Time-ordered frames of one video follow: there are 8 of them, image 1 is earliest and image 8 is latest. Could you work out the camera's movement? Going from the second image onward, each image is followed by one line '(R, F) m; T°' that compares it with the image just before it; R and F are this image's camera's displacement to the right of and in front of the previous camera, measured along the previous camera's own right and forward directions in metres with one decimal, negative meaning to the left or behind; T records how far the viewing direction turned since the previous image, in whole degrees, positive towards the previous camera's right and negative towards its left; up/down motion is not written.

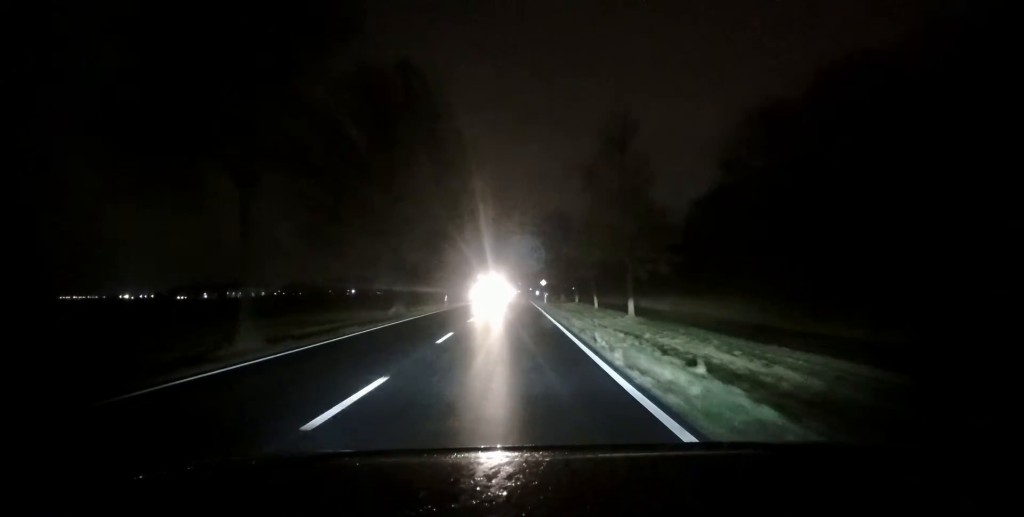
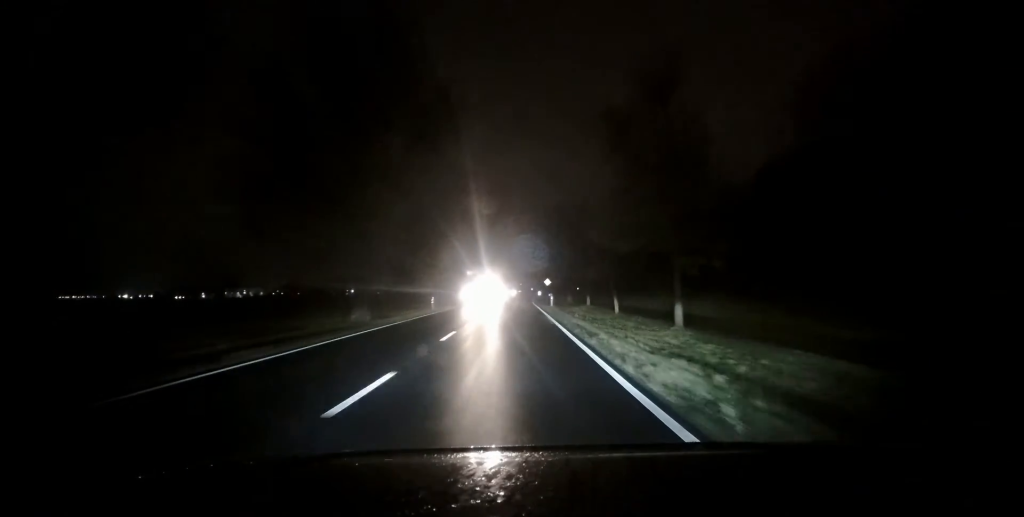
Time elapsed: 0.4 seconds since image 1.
(+0.1, +8.3) m; 0°
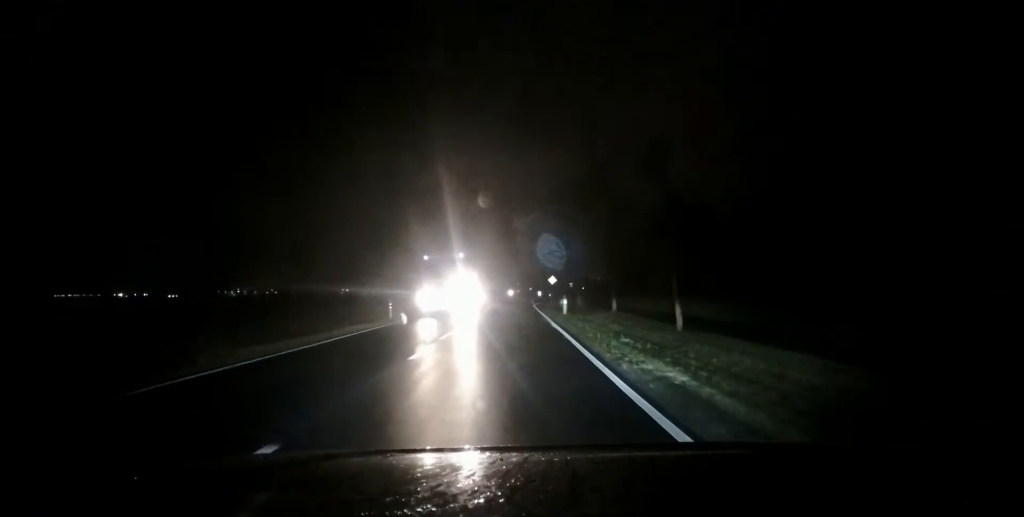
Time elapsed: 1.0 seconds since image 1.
(-0.2, +13.3) m; 0°
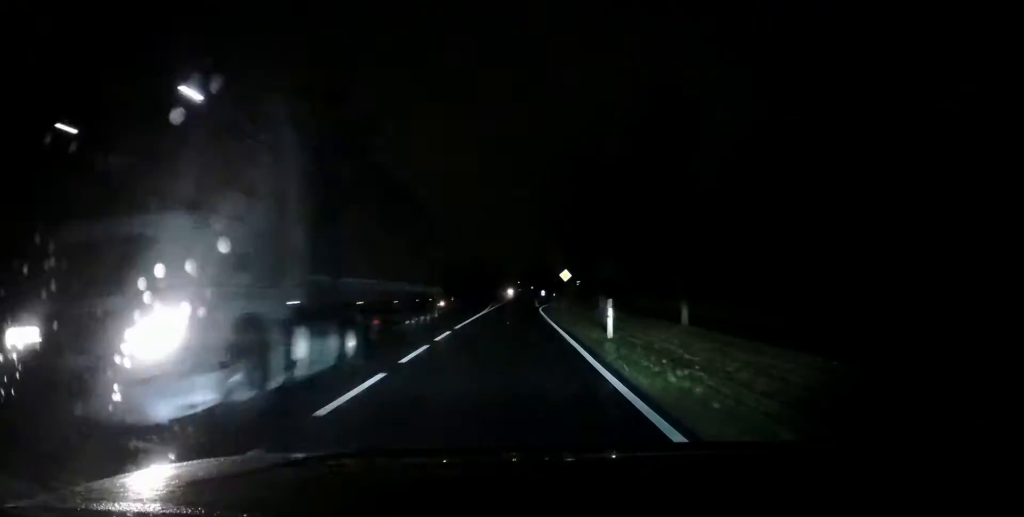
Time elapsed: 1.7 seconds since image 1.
(0.0, +14.0) m; 0°
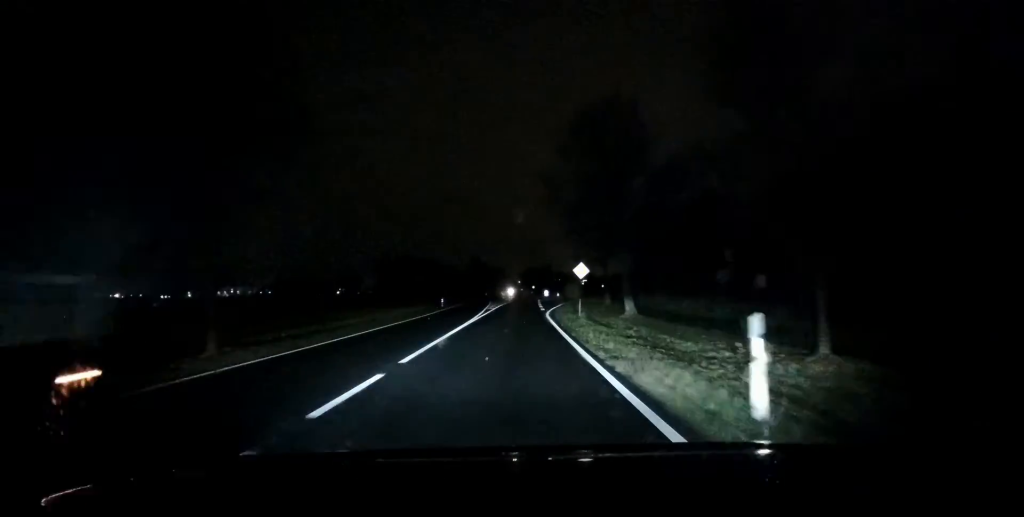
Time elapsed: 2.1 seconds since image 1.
(+0.1, +9.1) m; 0°
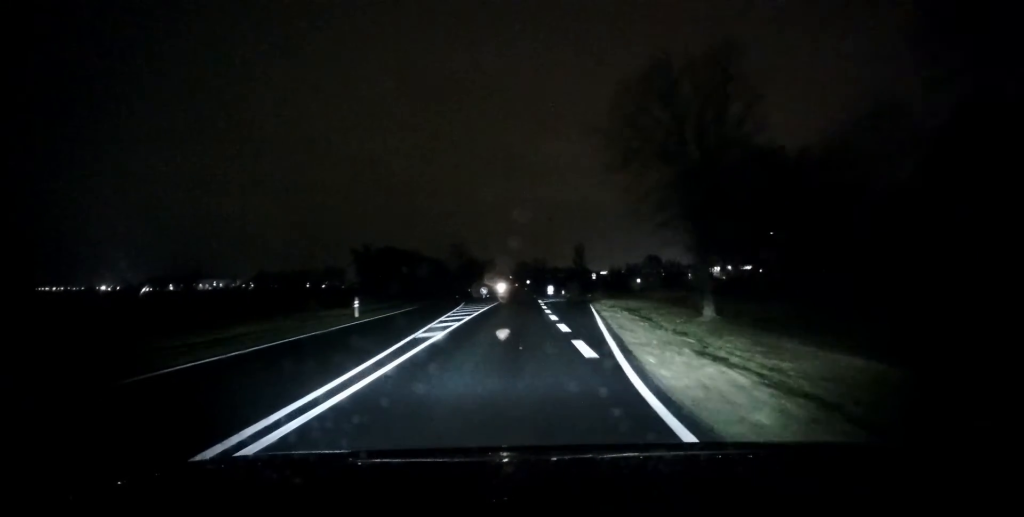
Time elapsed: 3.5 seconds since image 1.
(-0.2, +28.1) m; 0°
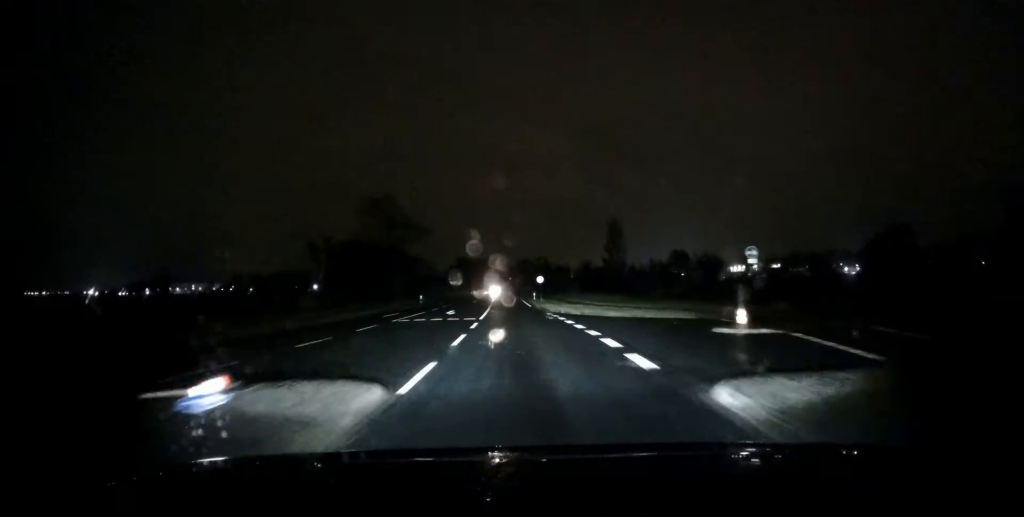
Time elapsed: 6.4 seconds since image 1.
(+0.8, +61.1) m; 0°
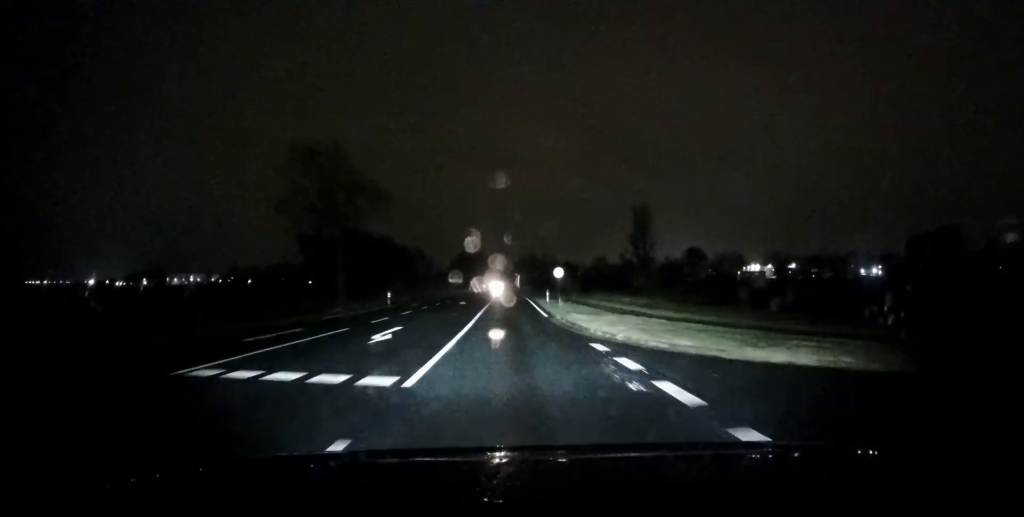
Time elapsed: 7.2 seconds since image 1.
(-0.3, +17.4) m; 0°
